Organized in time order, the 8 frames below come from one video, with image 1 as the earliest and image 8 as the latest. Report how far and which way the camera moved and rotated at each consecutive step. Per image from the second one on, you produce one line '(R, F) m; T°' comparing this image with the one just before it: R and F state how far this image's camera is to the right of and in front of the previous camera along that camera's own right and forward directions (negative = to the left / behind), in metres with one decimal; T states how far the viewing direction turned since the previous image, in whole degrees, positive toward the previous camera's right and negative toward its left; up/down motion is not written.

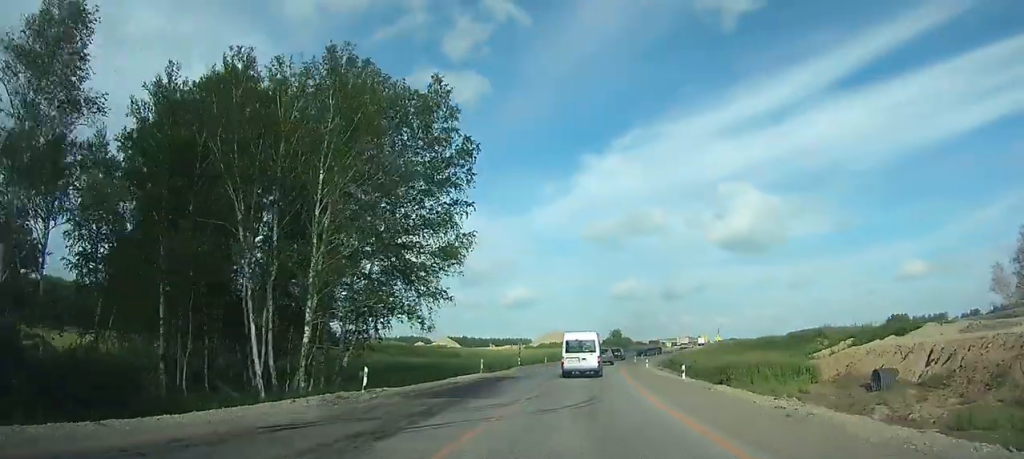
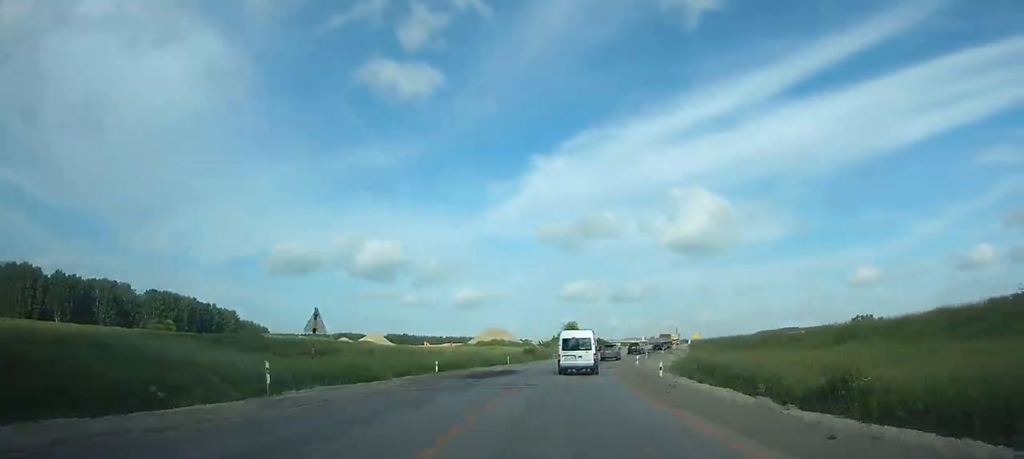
(+2.2, +39.7) m; +6°
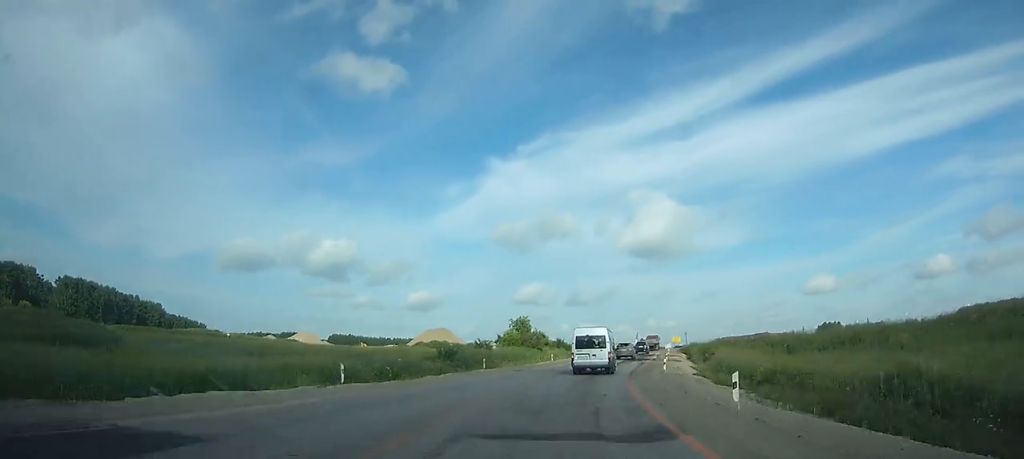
(+1.3, +29.5) m; +5°
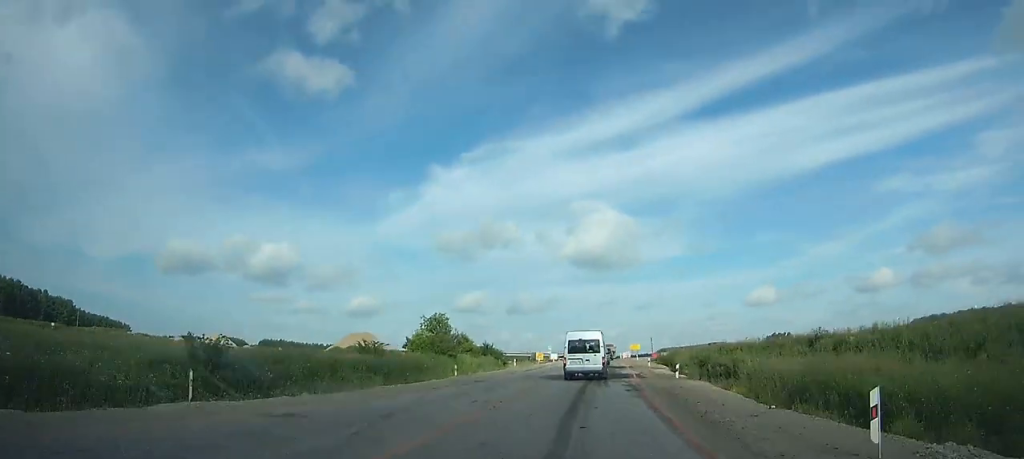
(+0.9, +24.4) m; +4°
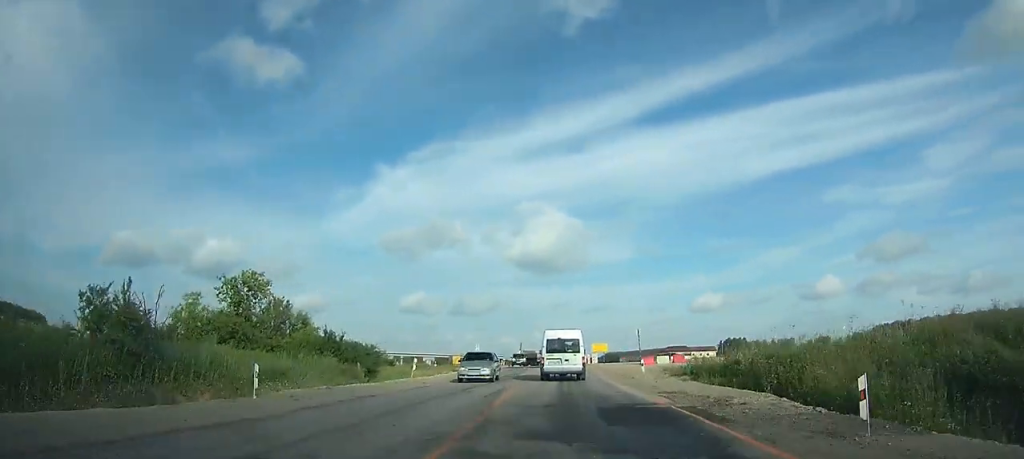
(+1.8, +39.1) m; +4°
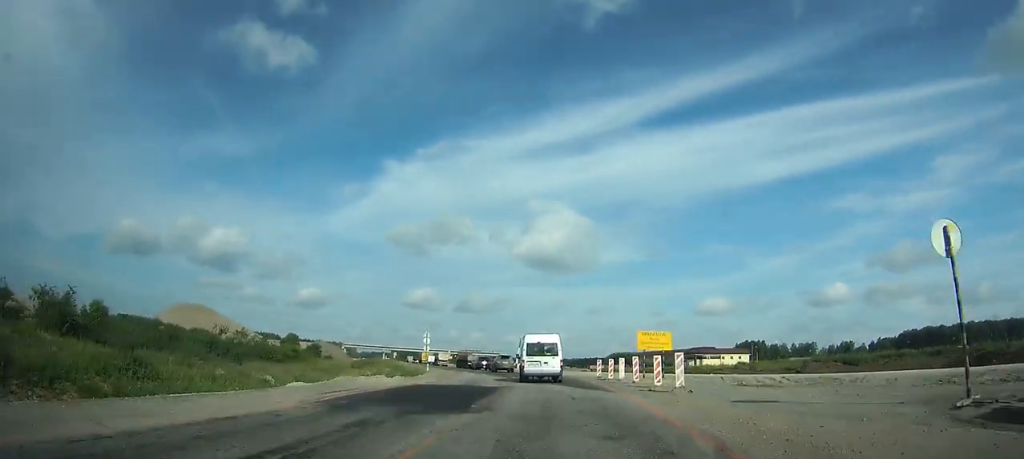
(+0.4, +44.1) m; -2°
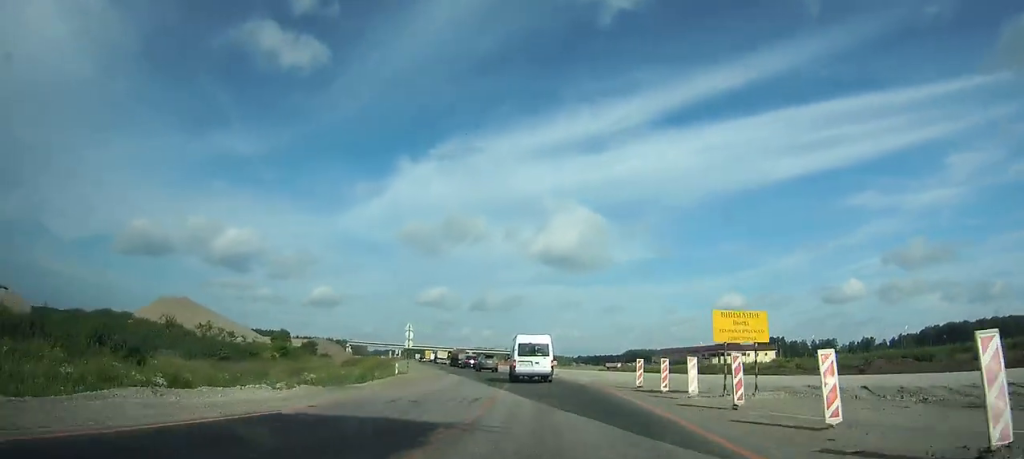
(-0.3, +13.2) m; -2°
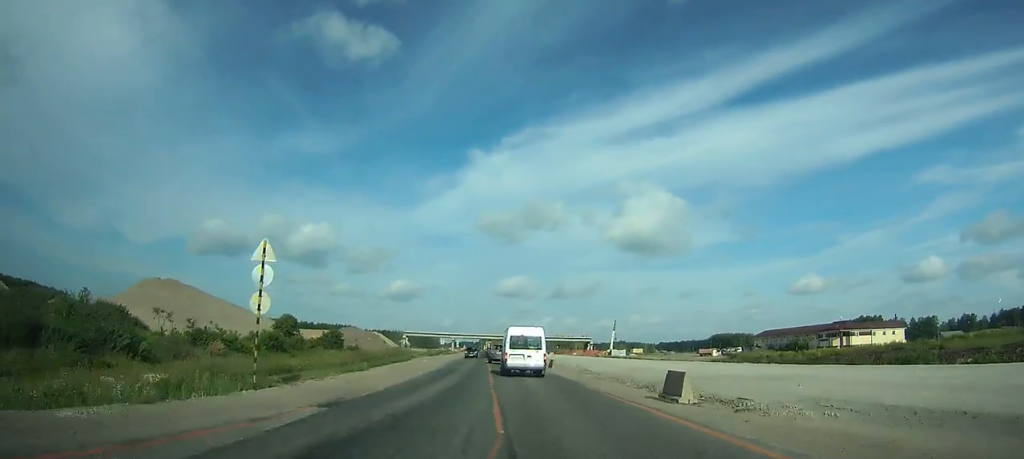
(-2.0, +32.8) m; -7°
